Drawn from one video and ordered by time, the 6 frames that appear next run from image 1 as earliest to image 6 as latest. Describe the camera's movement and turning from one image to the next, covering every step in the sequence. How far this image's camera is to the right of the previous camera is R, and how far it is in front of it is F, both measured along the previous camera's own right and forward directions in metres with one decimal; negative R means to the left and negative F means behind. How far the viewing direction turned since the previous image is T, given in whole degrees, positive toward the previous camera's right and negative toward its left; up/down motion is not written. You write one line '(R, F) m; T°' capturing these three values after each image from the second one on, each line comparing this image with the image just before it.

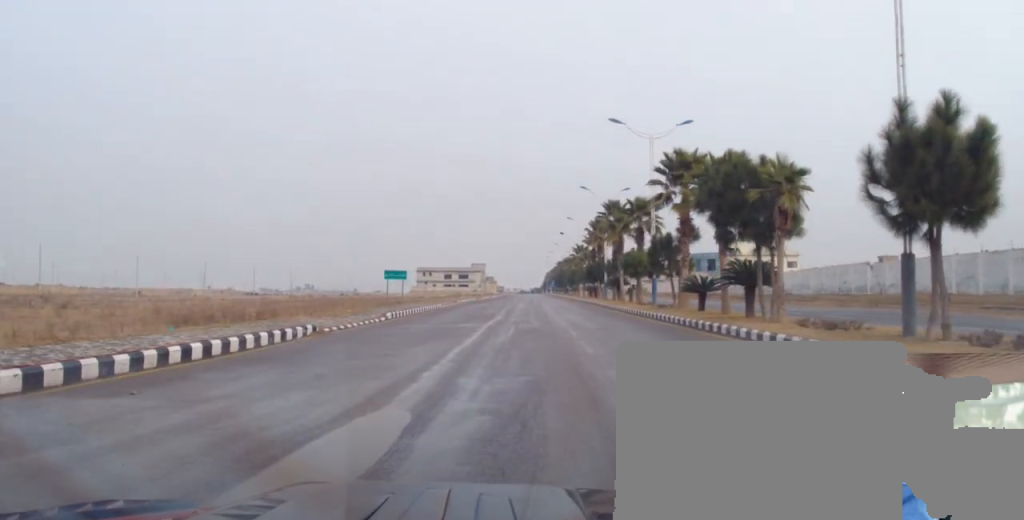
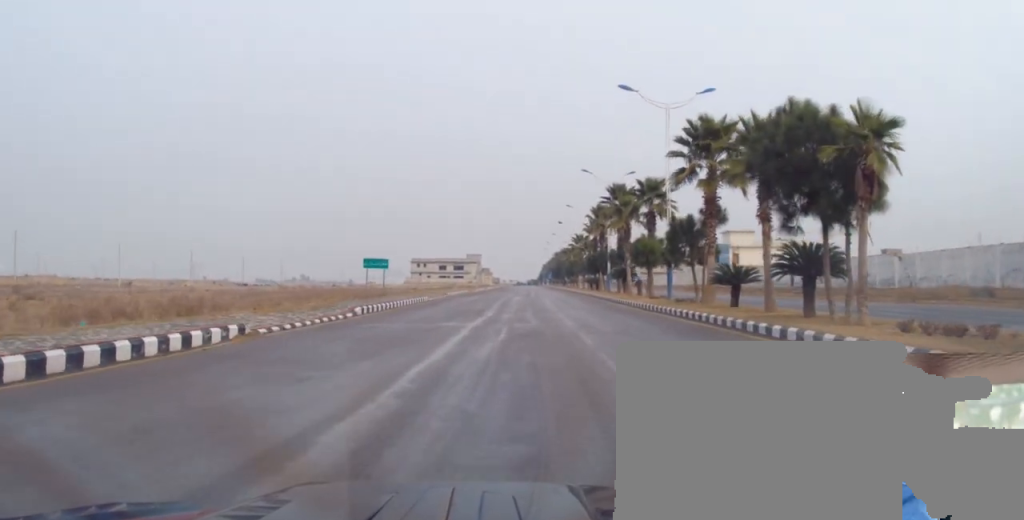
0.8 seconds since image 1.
(-0.1, +5.7) m; 0°
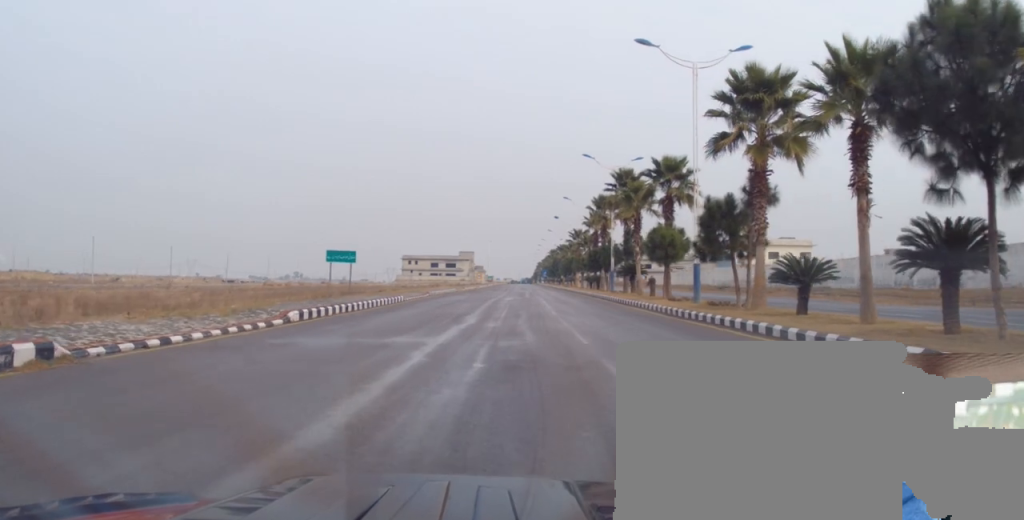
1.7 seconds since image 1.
(+0.1, +6.9) m; 0°
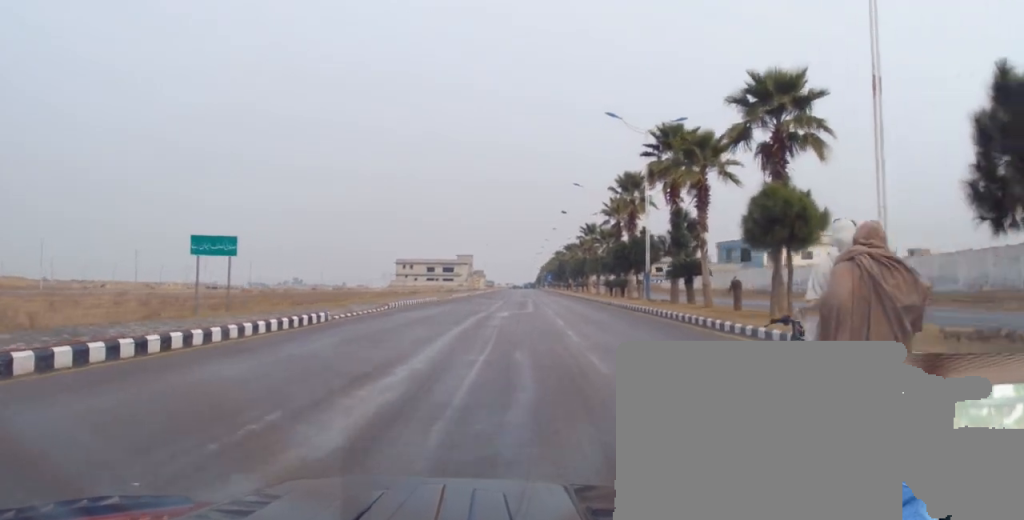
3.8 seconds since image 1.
(-0.2, +15.9) m; 0°
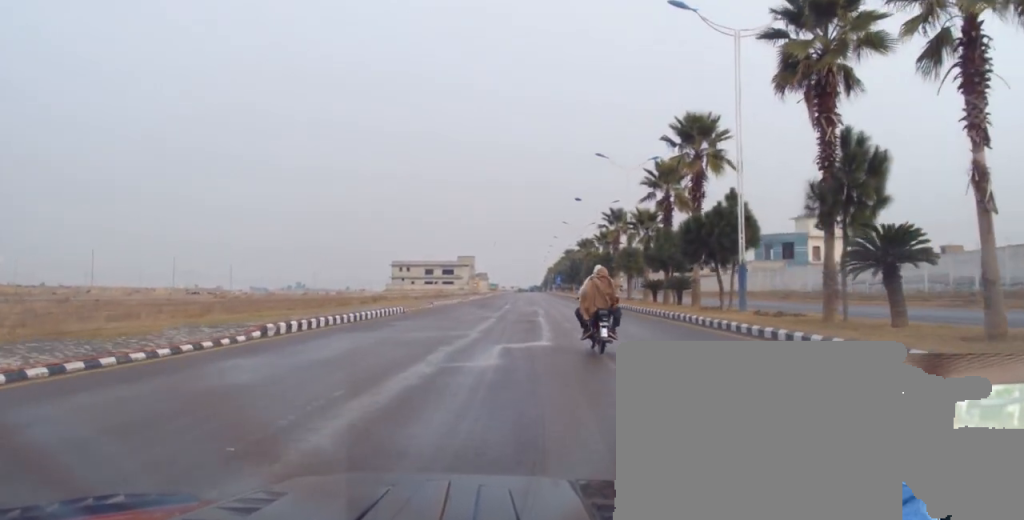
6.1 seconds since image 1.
(+0.7, +17.5) m; 0°
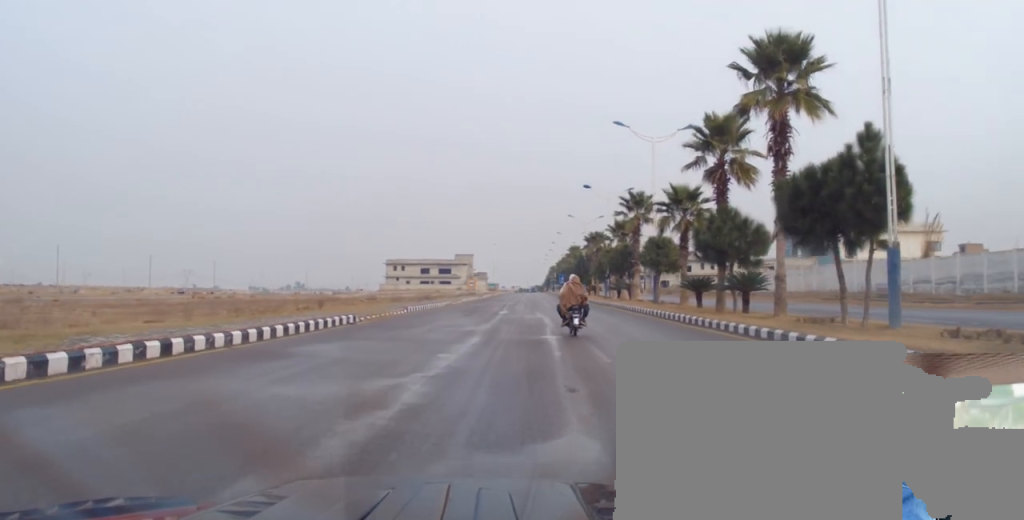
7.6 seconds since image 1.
(-0.6, +11.0) m; +1°
